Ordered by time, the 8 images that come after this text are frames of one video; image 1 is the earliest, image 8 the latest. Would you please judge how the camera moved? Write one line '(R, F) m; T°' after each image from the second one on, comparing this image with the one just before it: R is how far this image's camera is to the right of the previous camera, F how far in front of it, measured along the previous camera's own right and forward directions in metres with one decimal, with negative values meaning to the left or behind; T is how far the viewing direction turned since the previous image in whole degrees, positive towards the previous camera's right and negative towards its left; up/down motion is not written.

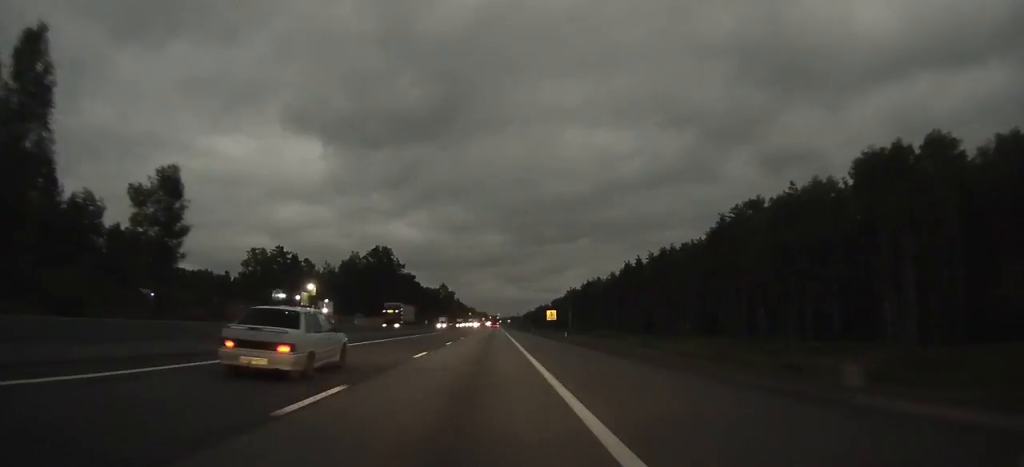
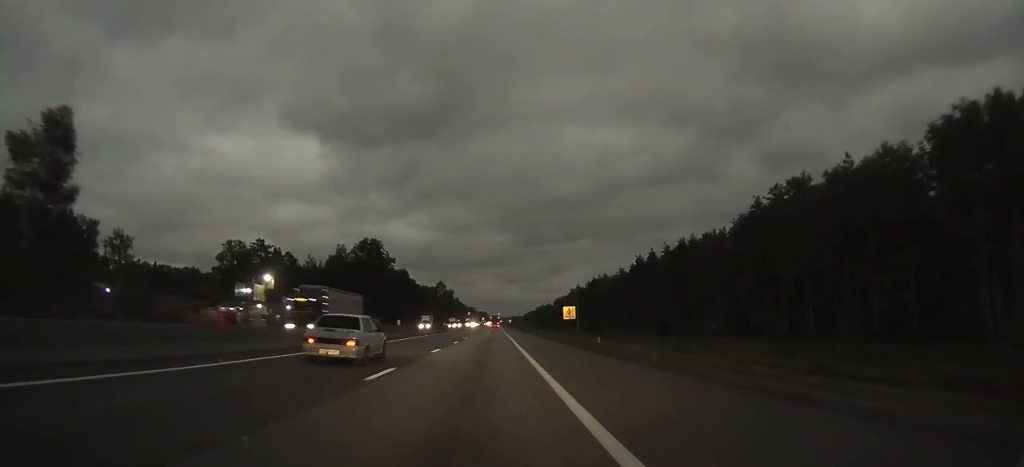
(0.0, +18.9) m; 0°
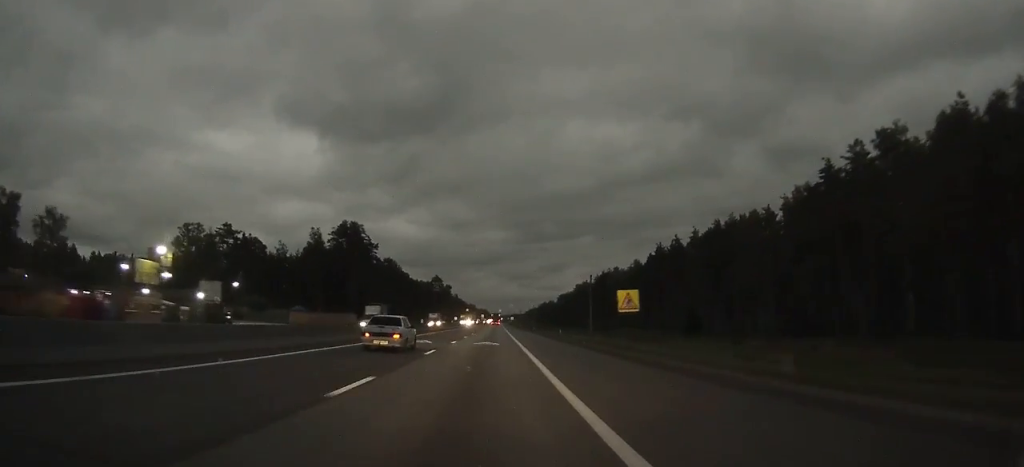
(0.0, +26.3) m; 0°
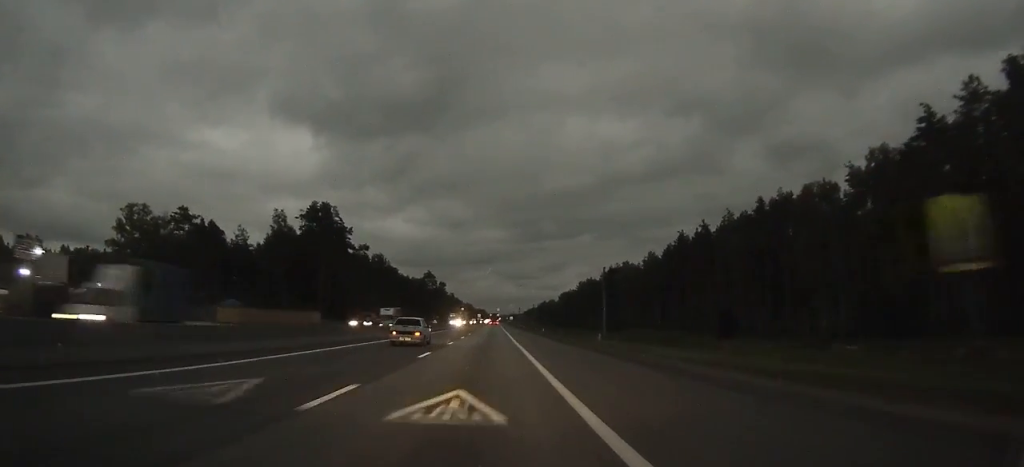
(-0.1, +24.9) m; 0°
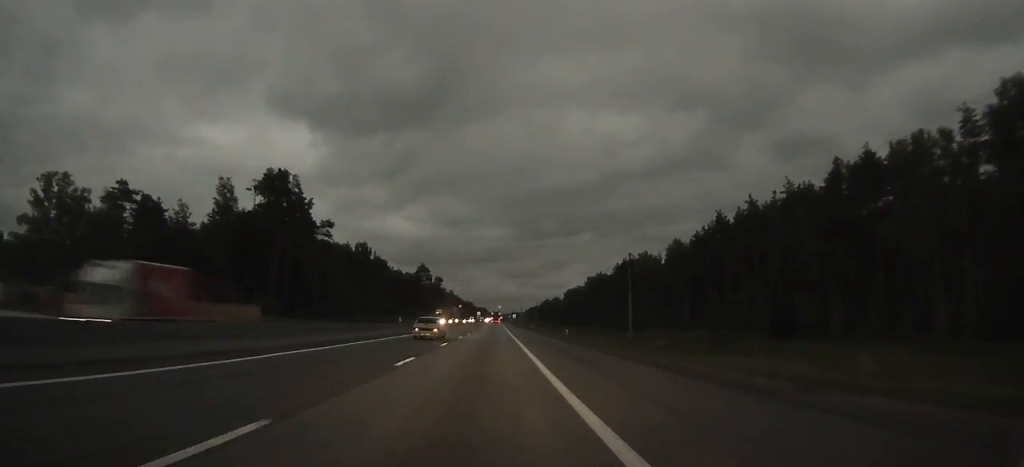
(-0.1, +27.9) m; 0°
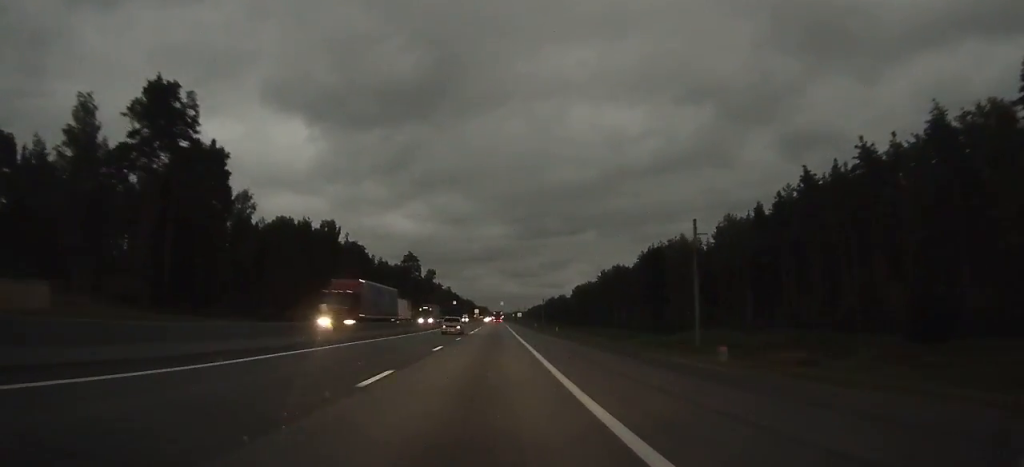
(0.0, +41.1) m; 0°
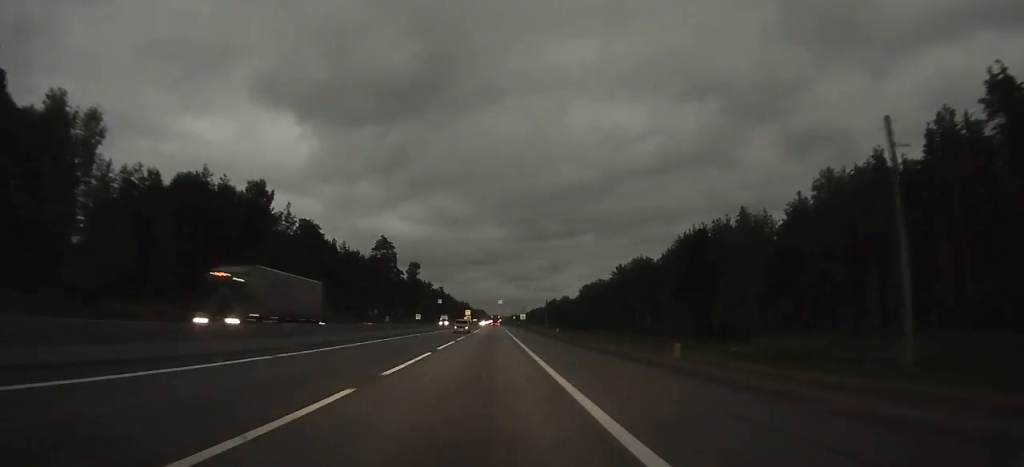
(+0.1, +46.8) m; 0°
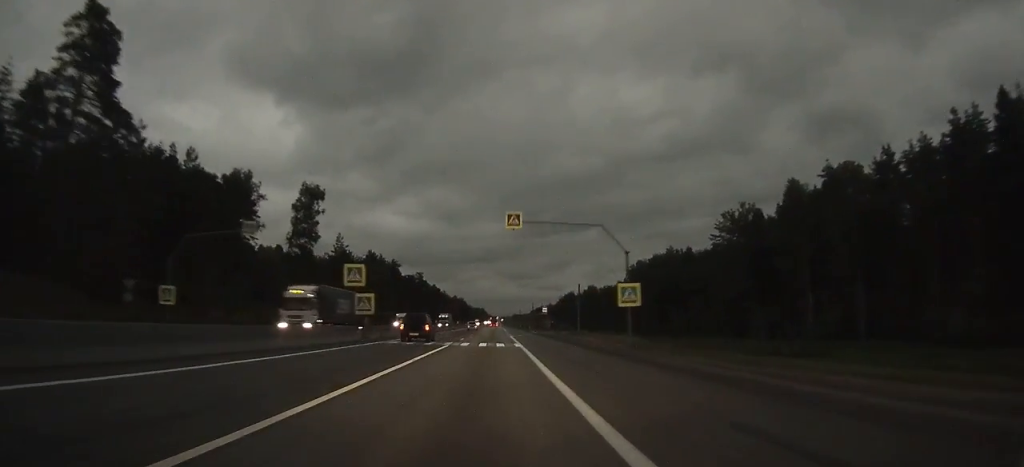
(+0.3, +127.4) m; 0°
